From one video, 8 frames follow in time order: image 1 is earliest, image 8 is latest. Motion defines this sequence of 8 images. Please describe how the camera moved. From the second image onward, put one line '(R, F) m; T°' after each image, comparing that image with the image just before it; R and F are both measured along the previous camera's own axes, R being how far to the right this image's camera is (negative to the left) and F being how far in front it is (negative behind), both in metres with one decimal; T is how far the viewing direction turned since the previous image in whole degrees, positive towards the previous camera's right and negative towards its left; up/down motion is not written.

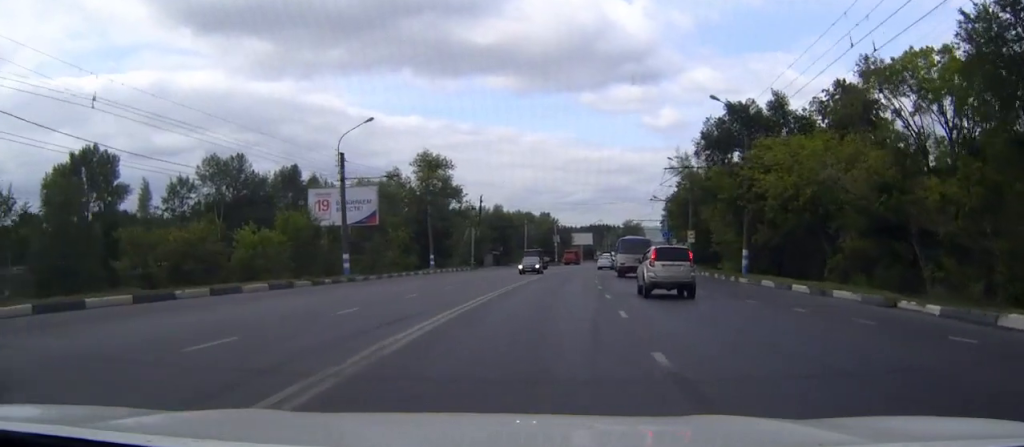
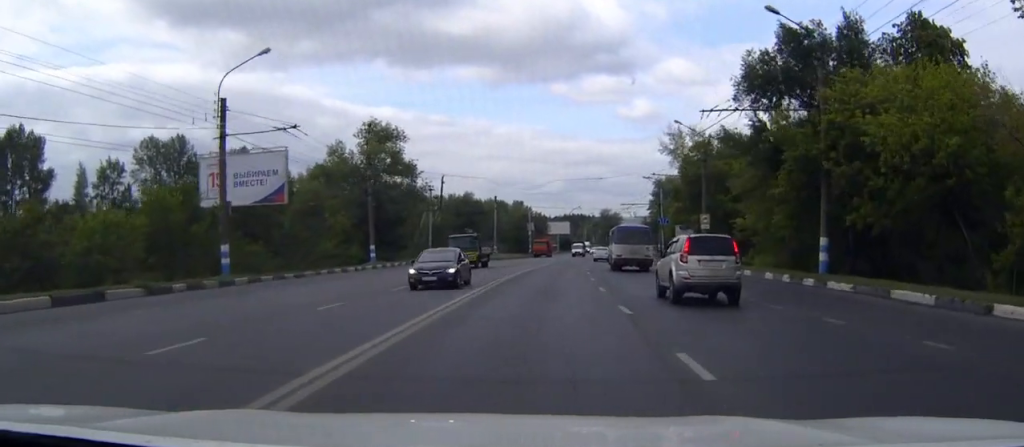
(+0.2, +17.1) m; +1°
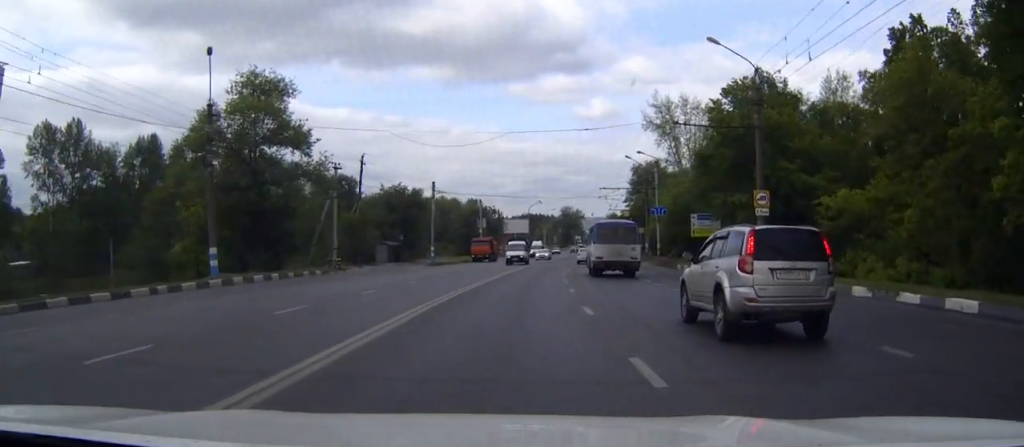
(+0.6, +26.6) m; +3°
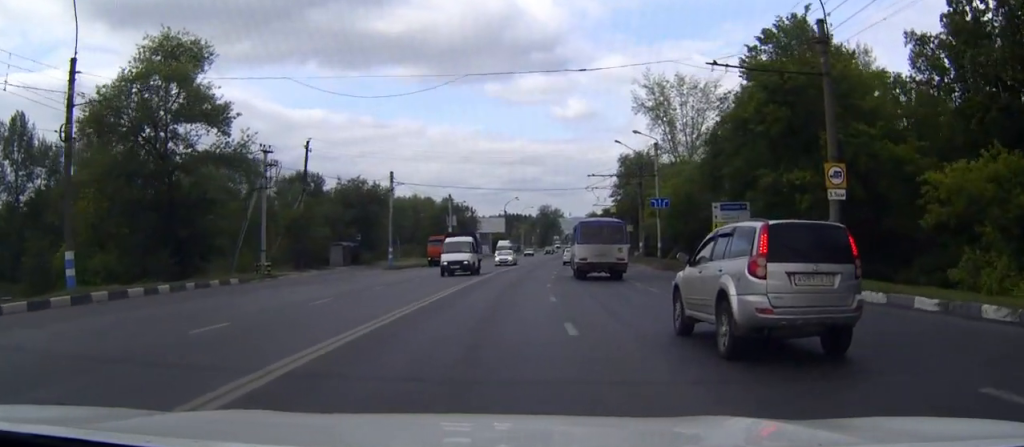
(+0.1, +12.5) m; +3°
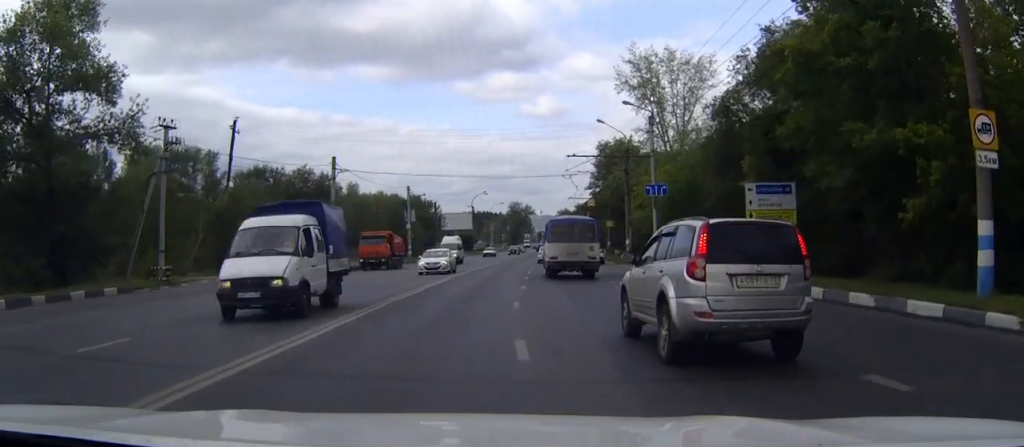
(+0.6, +11.2) m; +3°
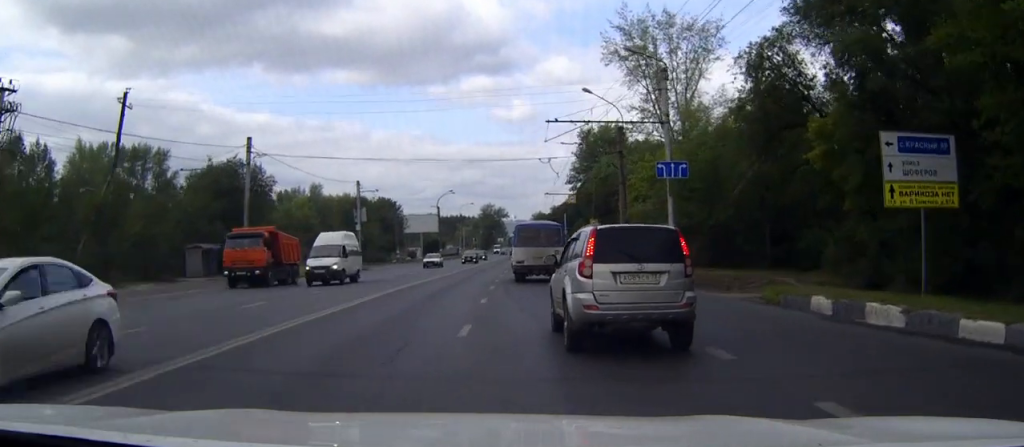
(0.0, +13.5) m; 0°
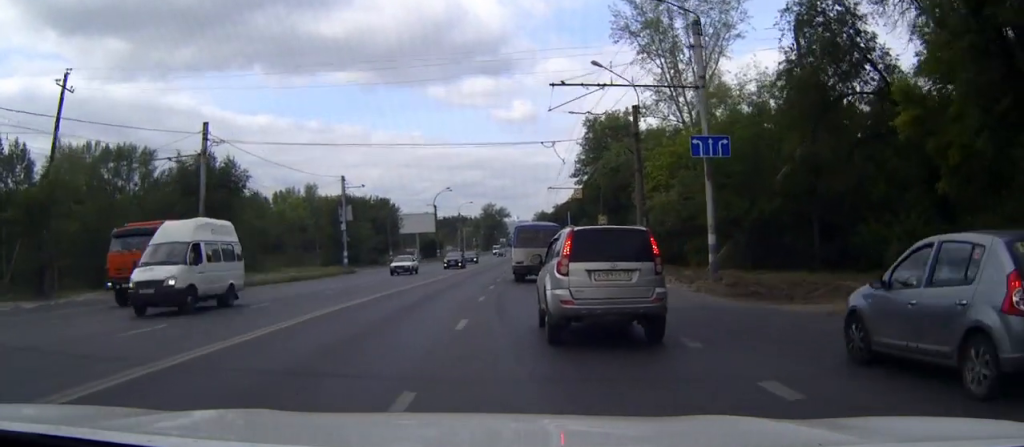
(0.0, +6.8) m; 0°
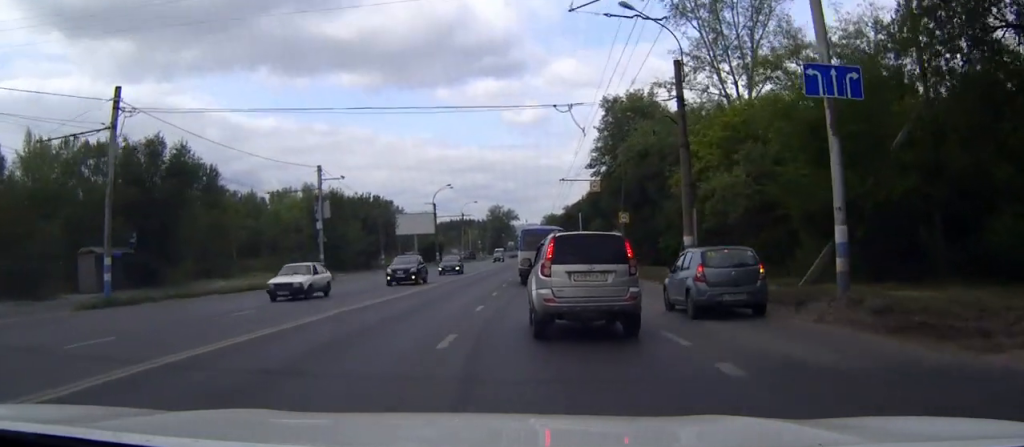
(0.0, +10.3) m; 0°
